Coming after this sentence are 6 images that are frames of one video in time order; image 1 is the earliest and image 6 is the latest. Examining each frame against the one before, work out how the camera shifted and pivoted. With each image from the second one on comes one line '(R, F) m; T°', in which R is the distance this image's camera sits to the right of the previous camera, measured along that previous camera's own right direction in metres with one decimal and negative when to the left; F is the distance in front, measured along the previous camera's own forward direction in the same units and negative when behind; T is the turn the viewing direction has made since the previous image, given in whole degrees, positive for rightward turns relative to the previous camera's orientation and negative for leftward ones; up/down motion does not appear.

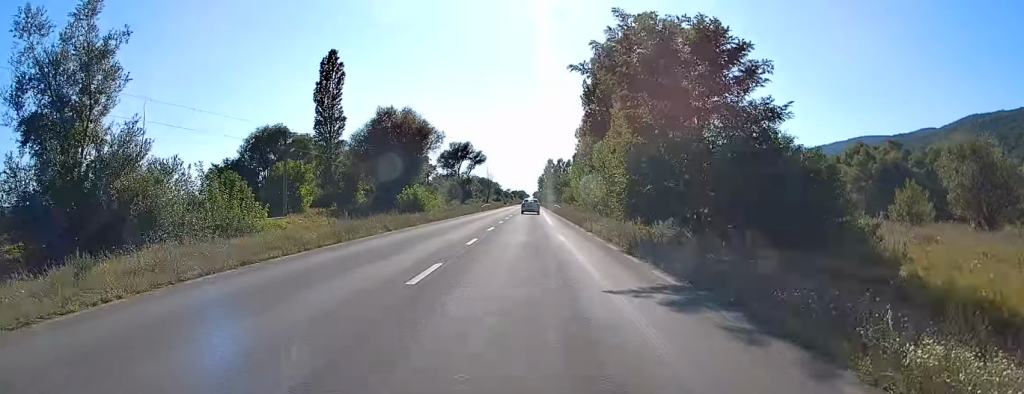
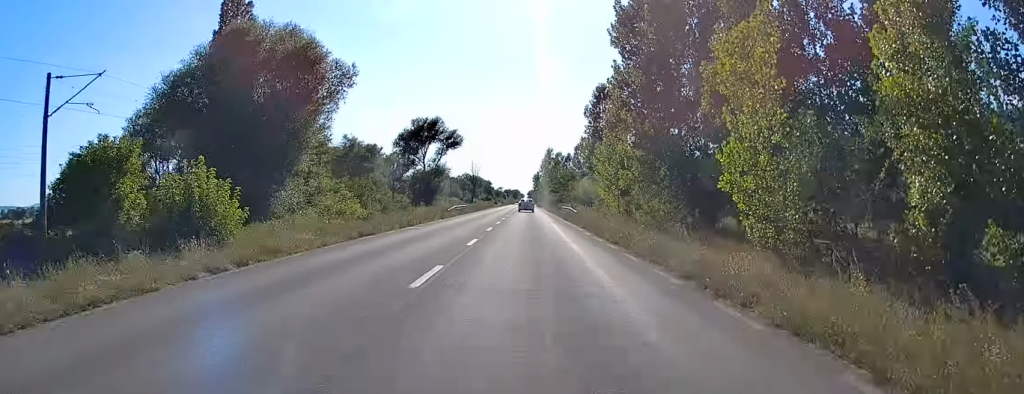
(+1.0, +36.4) m; +1°
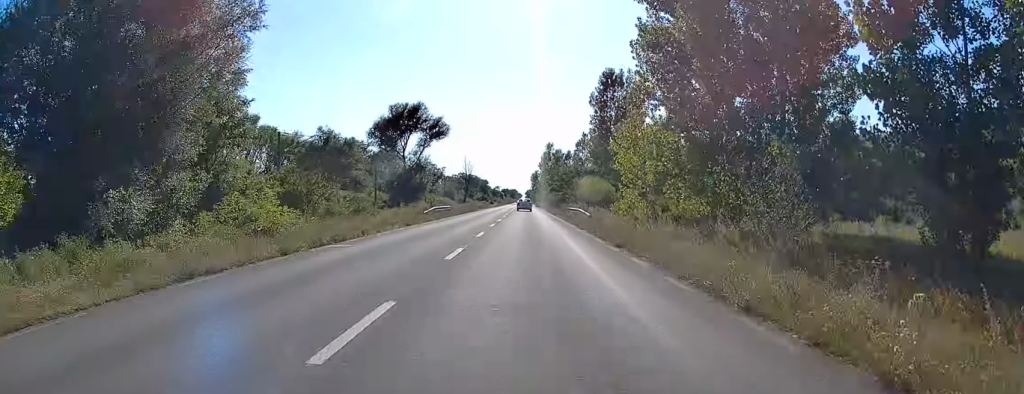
(0.0, +13.3) m; 0°
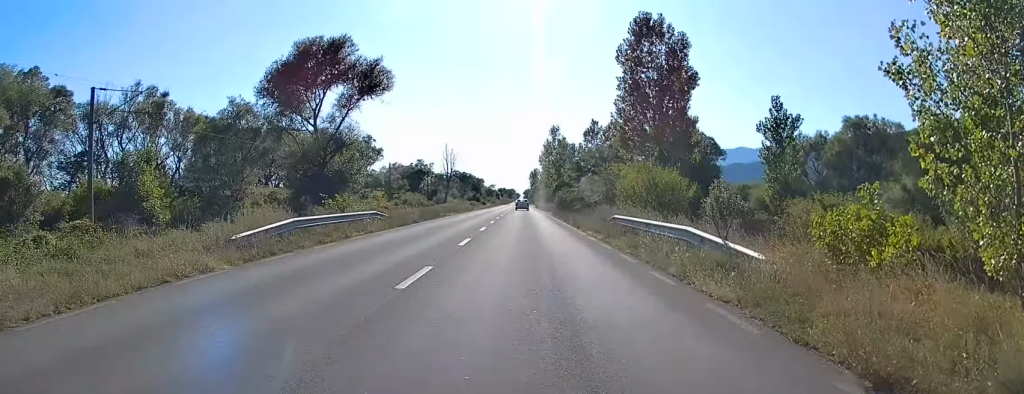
(-0.4, +31.7) m; -1°
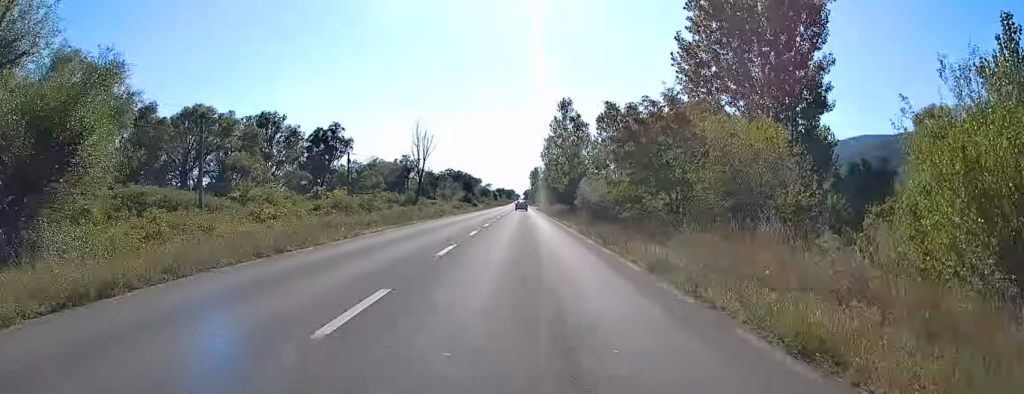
(0.0, +30.2) m; 0°
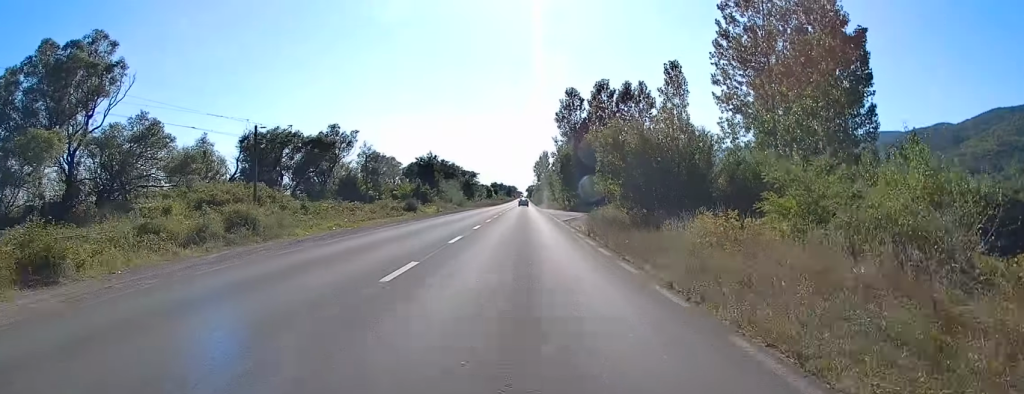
(0.0, +85.7) m; 0°
